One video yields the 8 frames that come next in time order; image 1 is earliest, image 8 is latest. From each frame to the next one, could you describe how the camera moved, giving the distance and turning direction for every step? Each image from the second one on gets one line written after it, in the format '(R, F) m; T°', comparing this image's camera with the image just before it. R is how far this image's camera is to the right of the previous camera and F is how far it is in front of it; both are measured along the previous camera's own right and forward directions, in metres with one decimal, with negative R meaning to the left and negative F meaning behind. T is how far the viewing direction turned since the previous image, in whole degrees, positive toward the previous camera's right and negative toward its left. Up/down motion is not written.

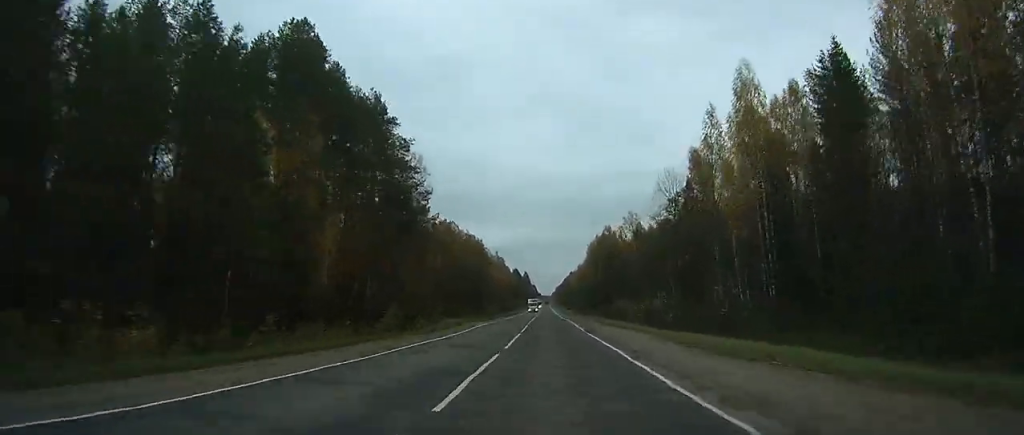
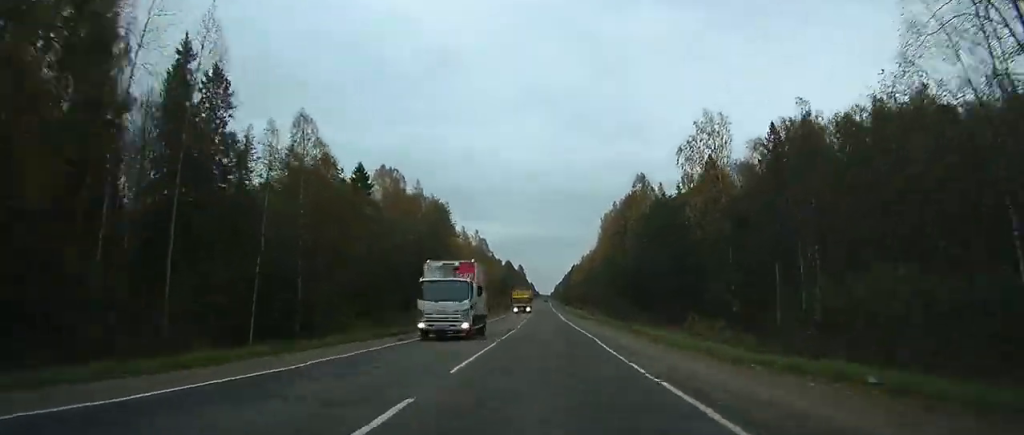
(+0.3, +72.5) m; +1°
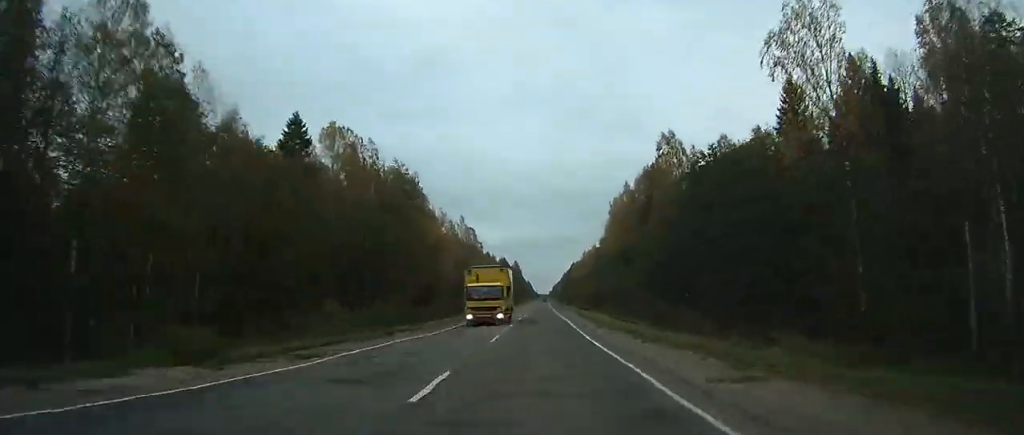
(+0.2, +29.8) m; 0°
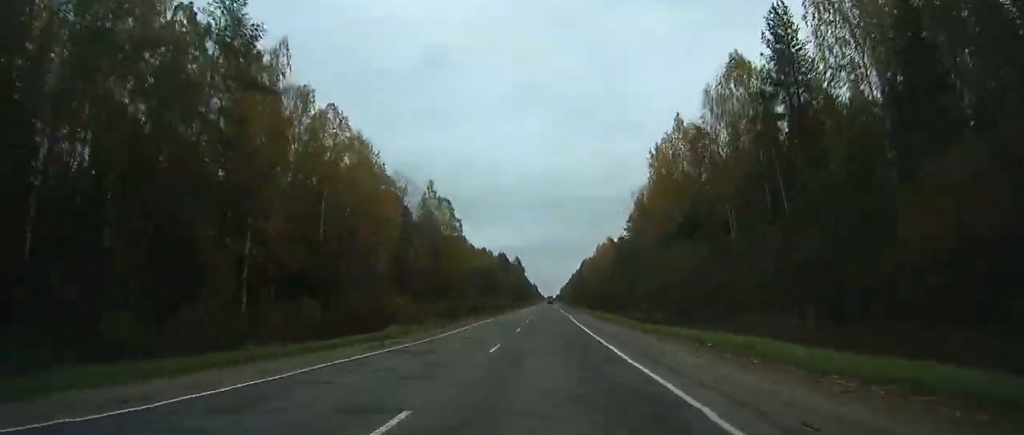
(-0.1, +52.3) m; 0°
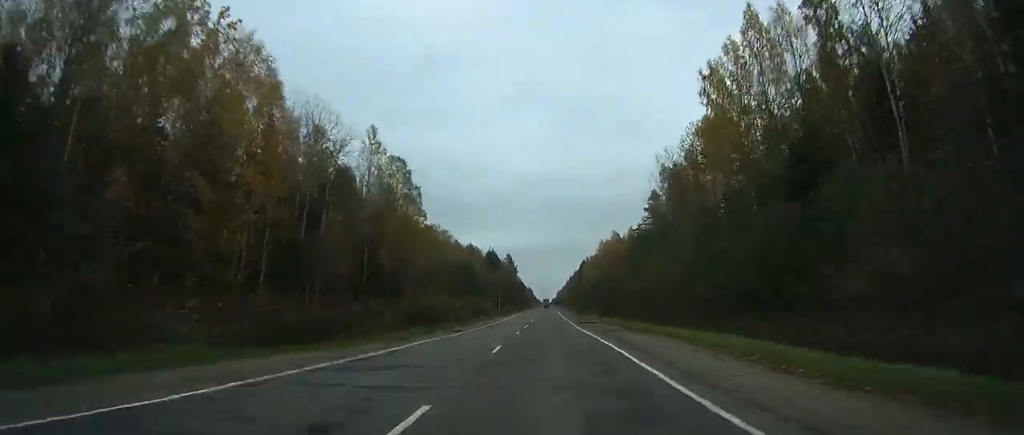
(-0.2, +34.7) m; 0°
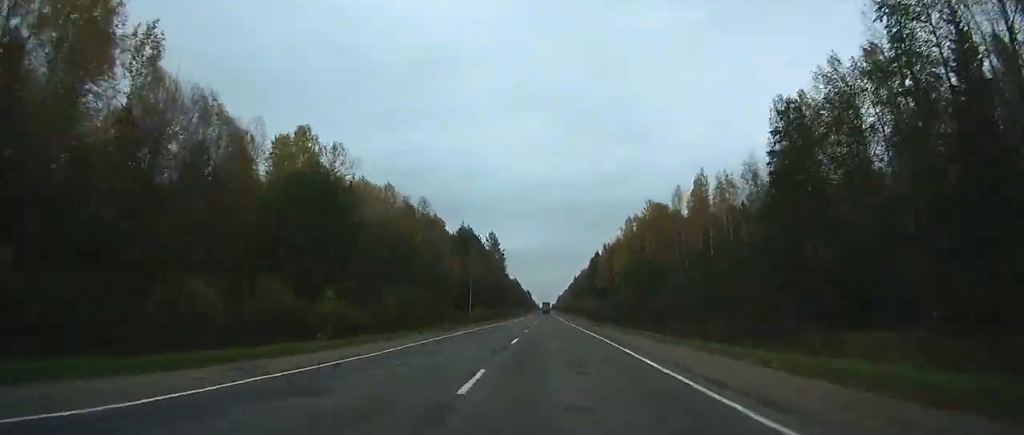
(-0.1, +77.5) m; 0°
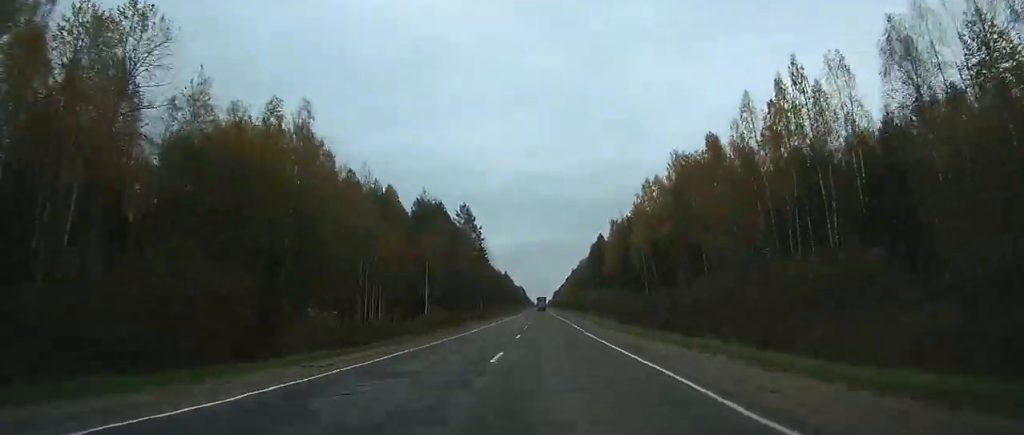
(+0.2, +43.9) m; 0°
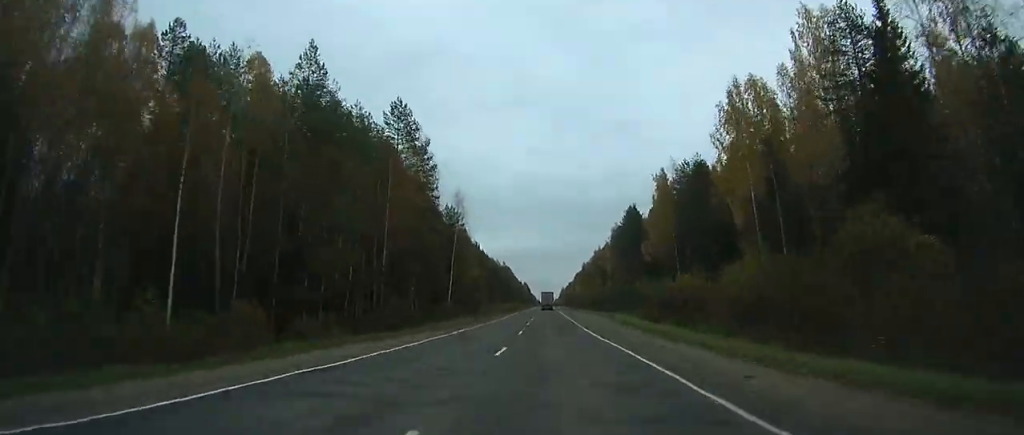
(-0.2, +60.2) m; -1°
